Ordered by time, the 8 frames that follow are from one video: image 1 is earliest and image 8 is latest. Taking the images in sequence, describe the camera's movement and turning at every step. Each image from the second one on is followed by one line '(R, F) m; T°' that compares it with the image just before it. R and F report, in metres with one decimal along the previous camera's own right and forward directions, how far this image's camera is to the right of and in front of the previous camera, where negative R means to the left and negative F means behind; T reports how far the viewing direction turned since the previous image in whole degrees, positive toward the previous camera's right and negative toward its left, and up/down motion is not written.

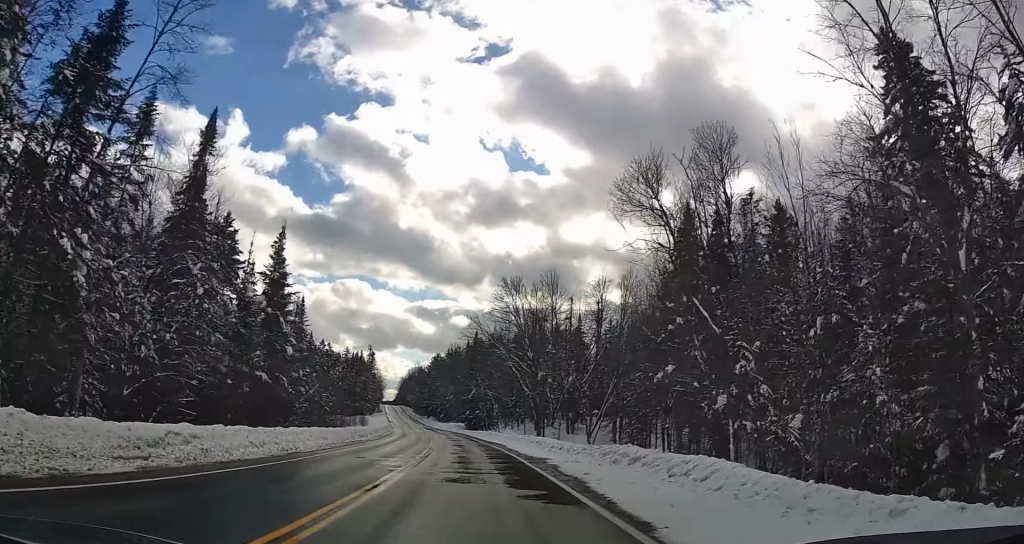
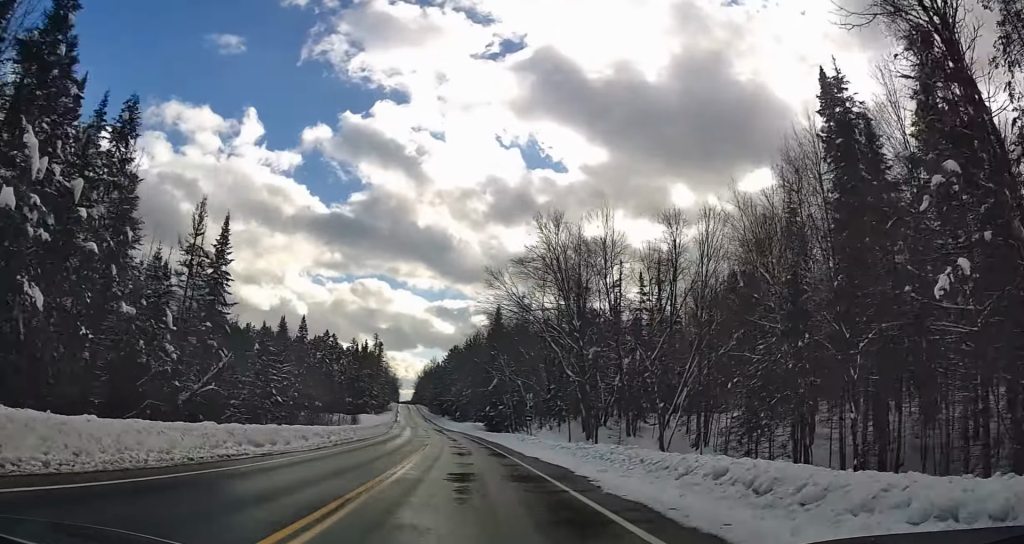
(+0.3, +21.1) m; -1°
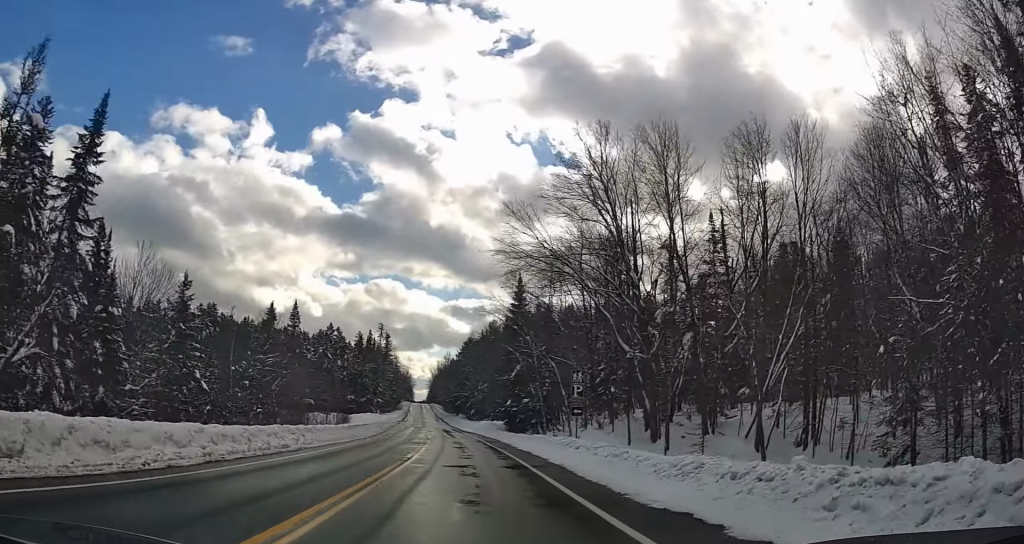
(-0.4, +14.8) m; -2°
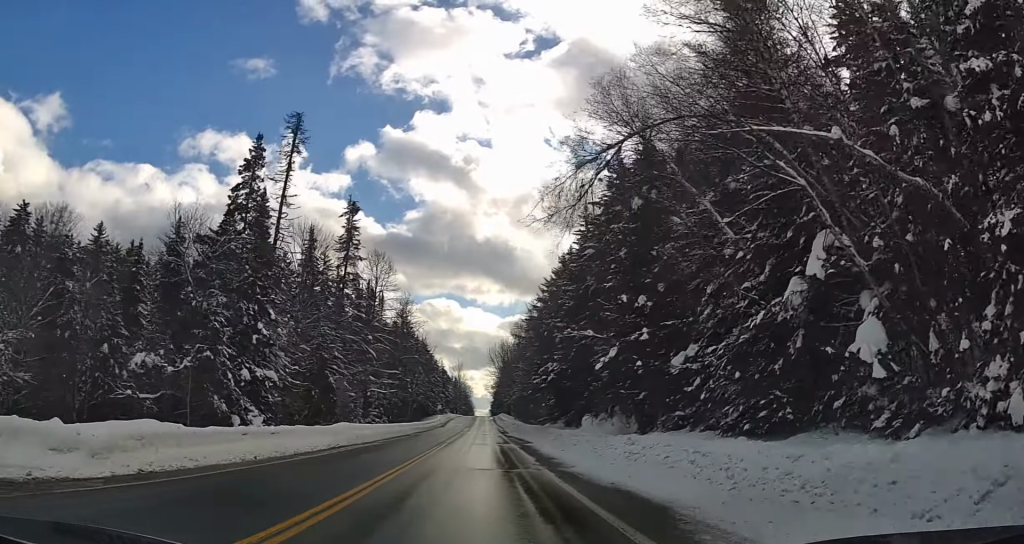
(-7.5, +95.4) m; -9°
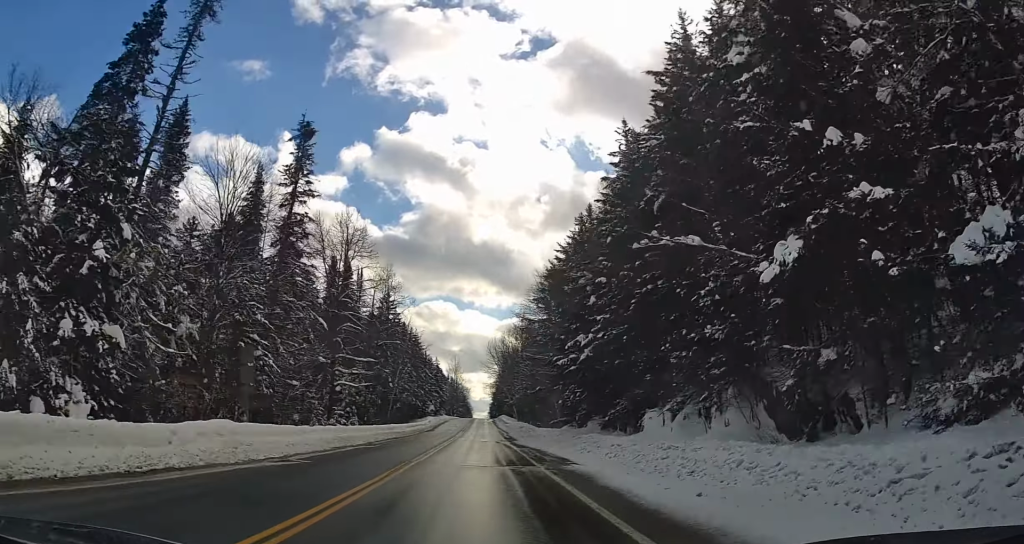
(-0.7, +14.9) m; -1°
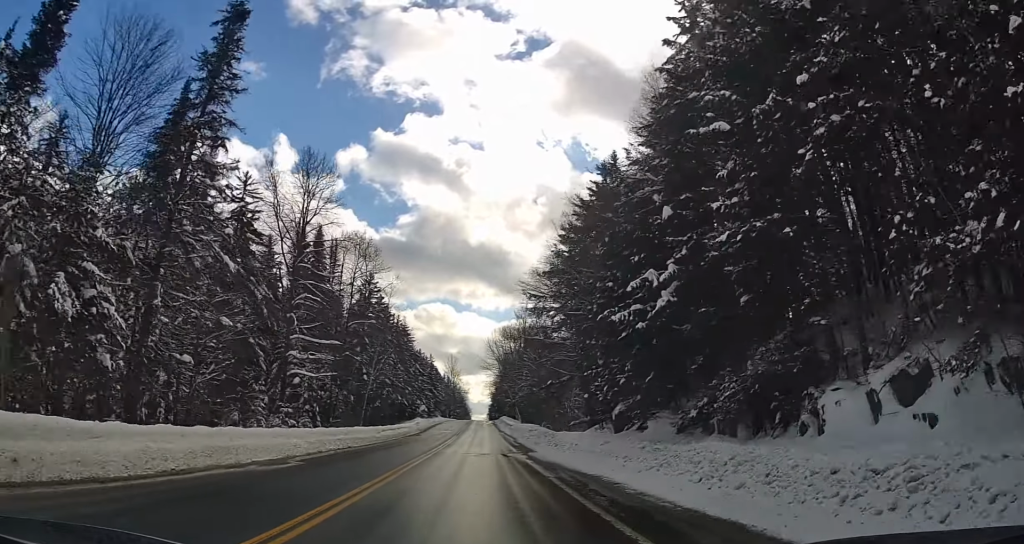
(-0.3, +13.0) m; -1°
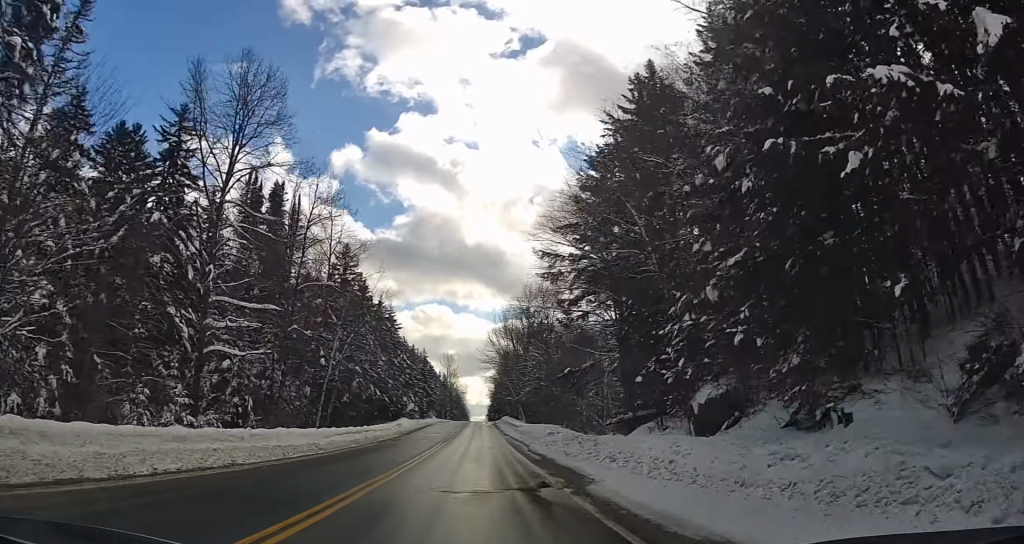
(+0.2, +12.9) m; 0°
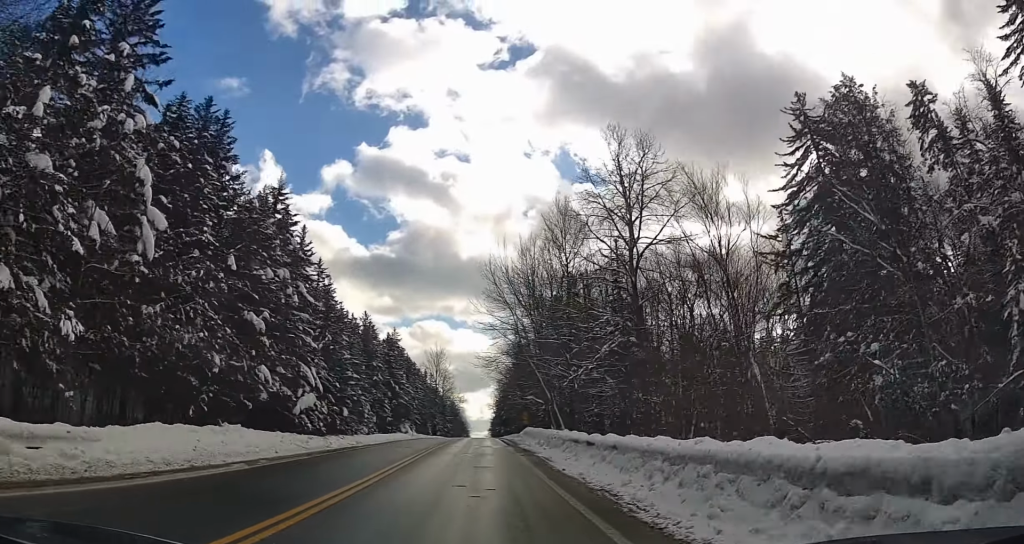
(+0.2, +44.8) m; 0°
